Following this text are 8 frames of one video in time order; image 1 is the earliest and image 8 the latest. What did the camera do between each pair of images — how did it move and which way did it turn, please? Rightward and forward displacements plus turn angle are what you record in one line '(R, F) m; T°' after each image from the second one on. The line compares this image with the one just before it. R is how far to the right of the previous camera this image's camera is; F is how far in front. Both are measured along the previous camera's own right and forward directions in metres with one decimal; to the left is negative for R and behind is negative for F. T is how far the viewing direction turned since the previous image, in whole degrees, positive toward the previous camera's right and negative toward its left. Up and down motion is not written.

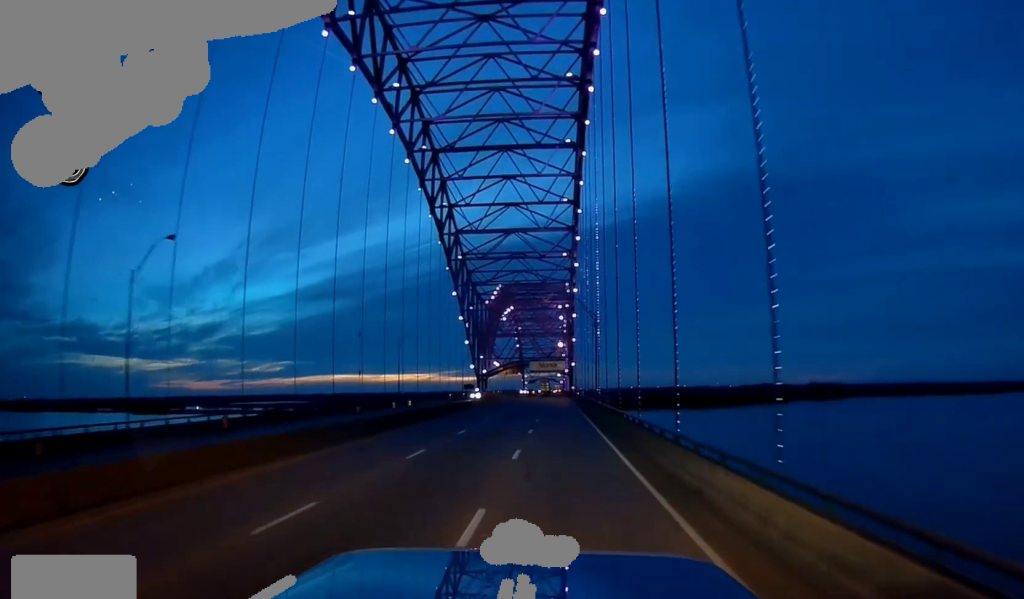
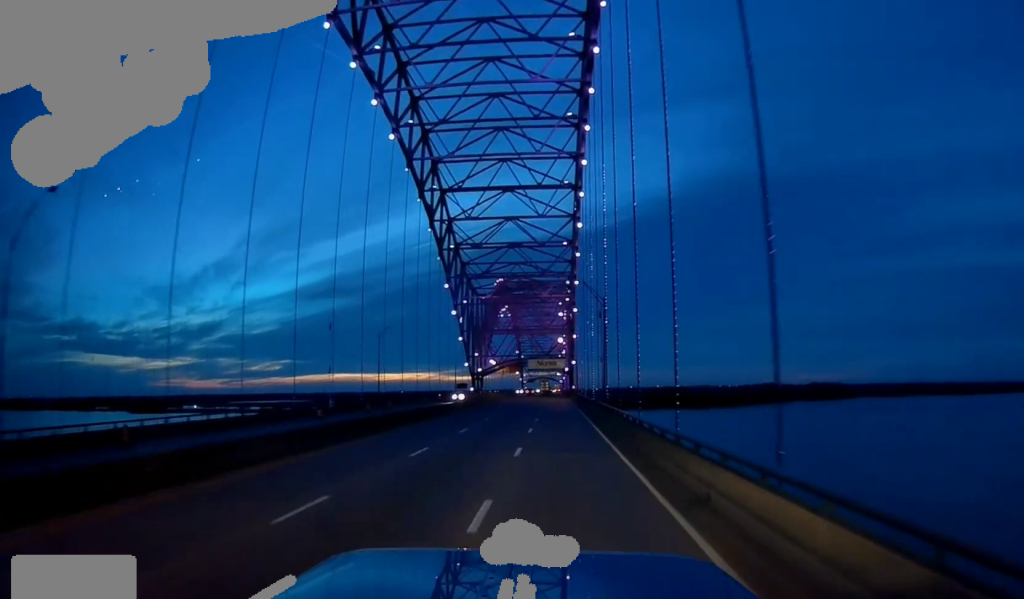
(-0.1, +11.3) m; +1°
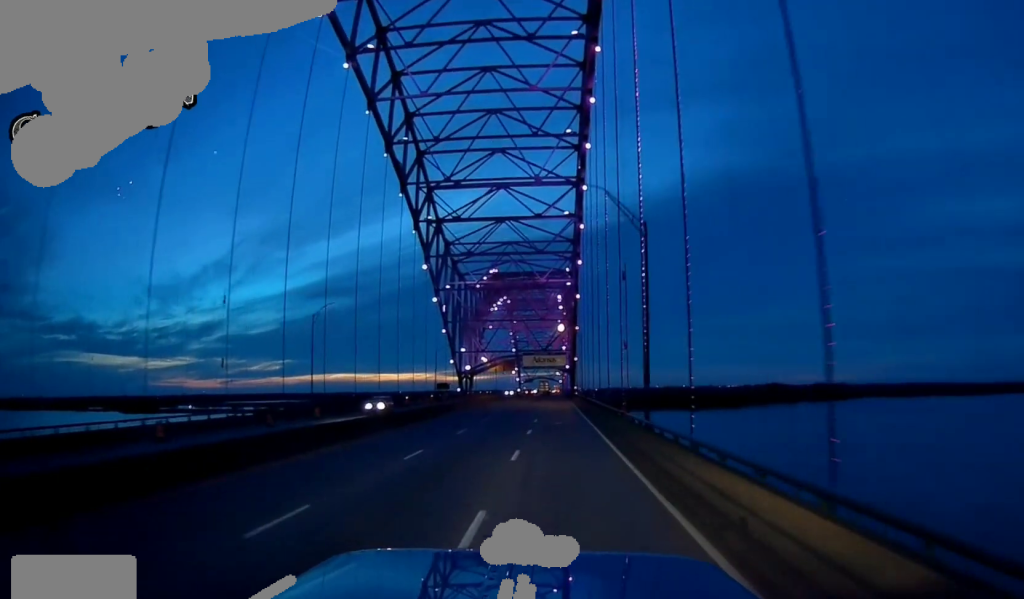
(+0.4, +24.3) m; 0°
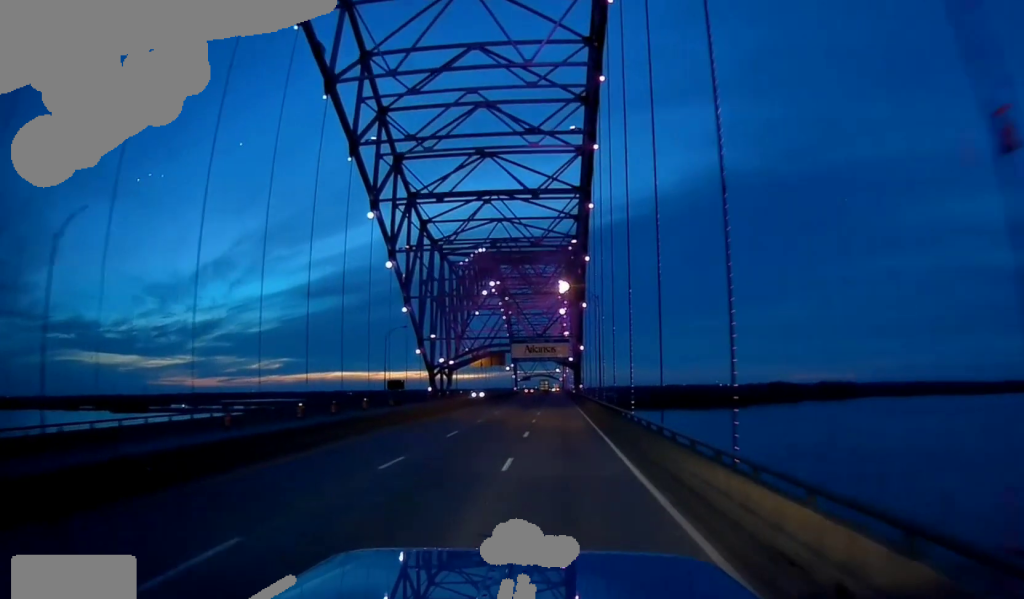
(-0.6, +39.4) m; -1°
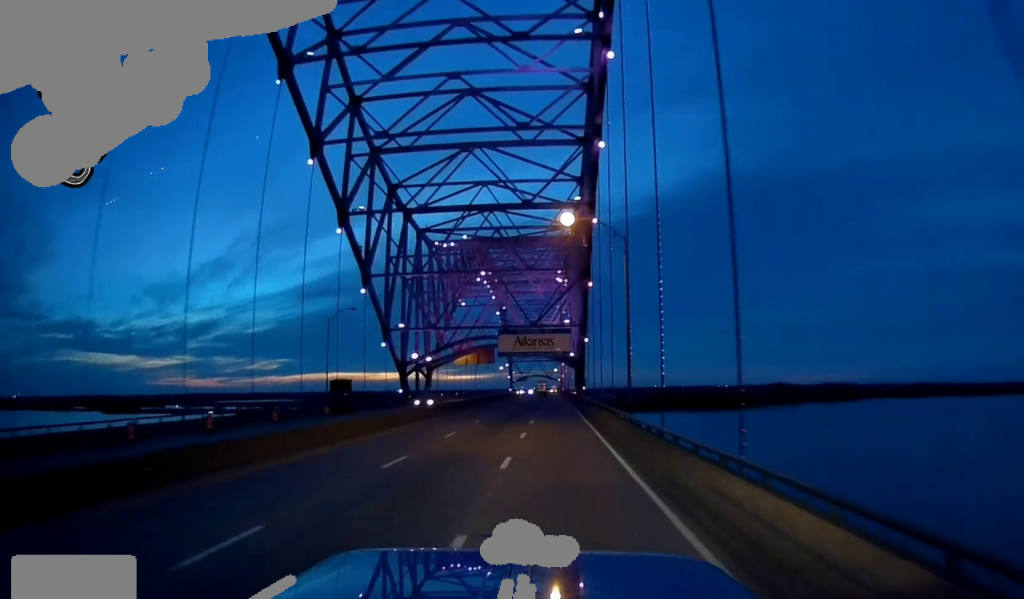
(+0.1, +24.6) m; +1°
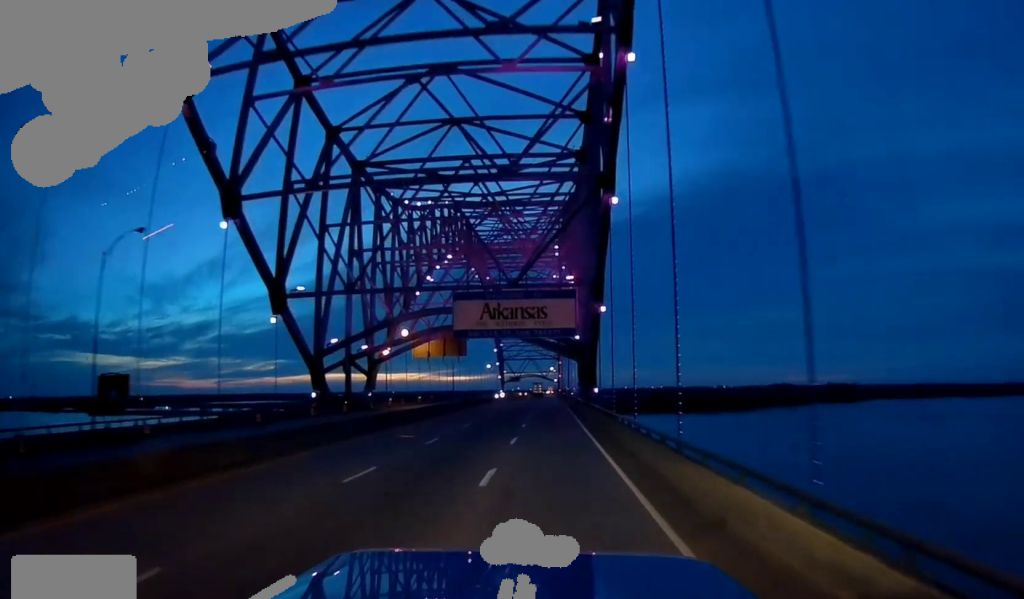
(+0.1, +38.4) m; -1°
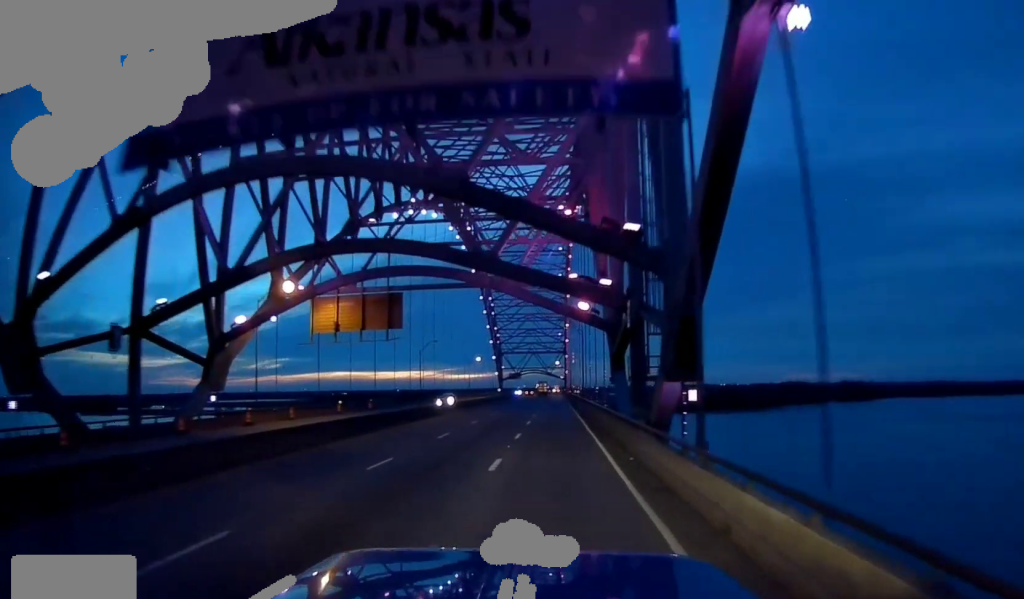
(-0.3, +47.1) m; 0°
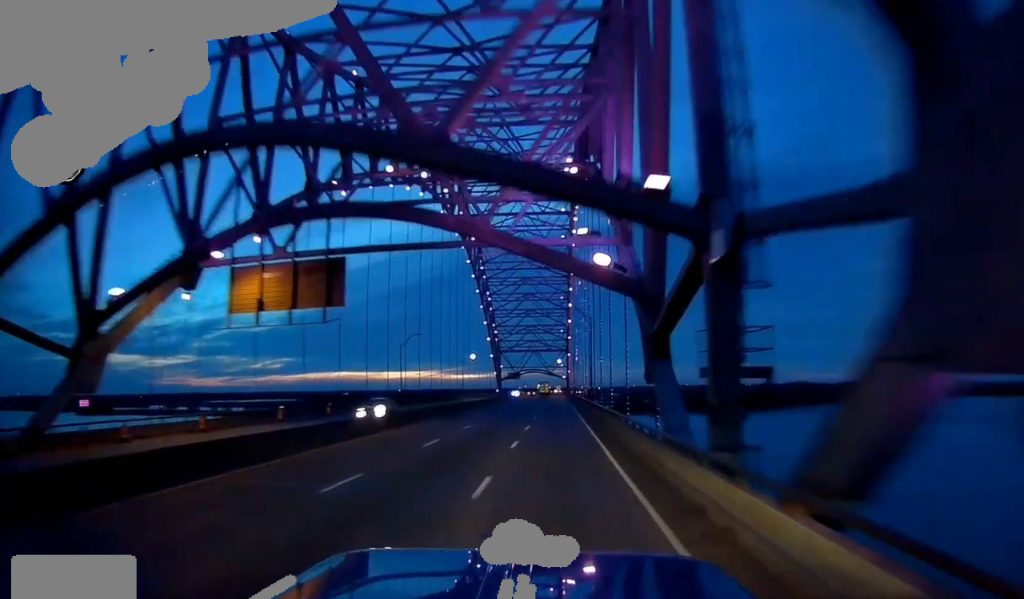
(0.0, +16.7) m; 0°
